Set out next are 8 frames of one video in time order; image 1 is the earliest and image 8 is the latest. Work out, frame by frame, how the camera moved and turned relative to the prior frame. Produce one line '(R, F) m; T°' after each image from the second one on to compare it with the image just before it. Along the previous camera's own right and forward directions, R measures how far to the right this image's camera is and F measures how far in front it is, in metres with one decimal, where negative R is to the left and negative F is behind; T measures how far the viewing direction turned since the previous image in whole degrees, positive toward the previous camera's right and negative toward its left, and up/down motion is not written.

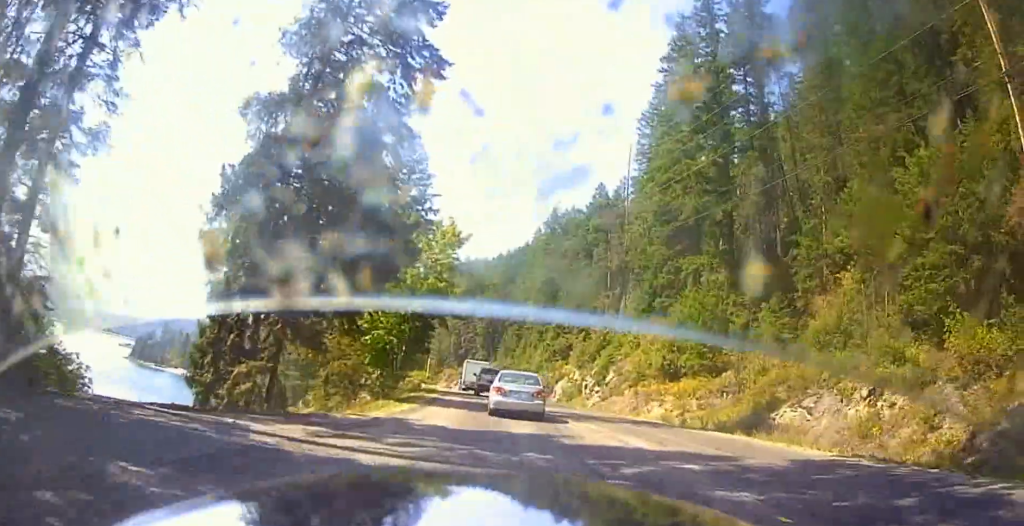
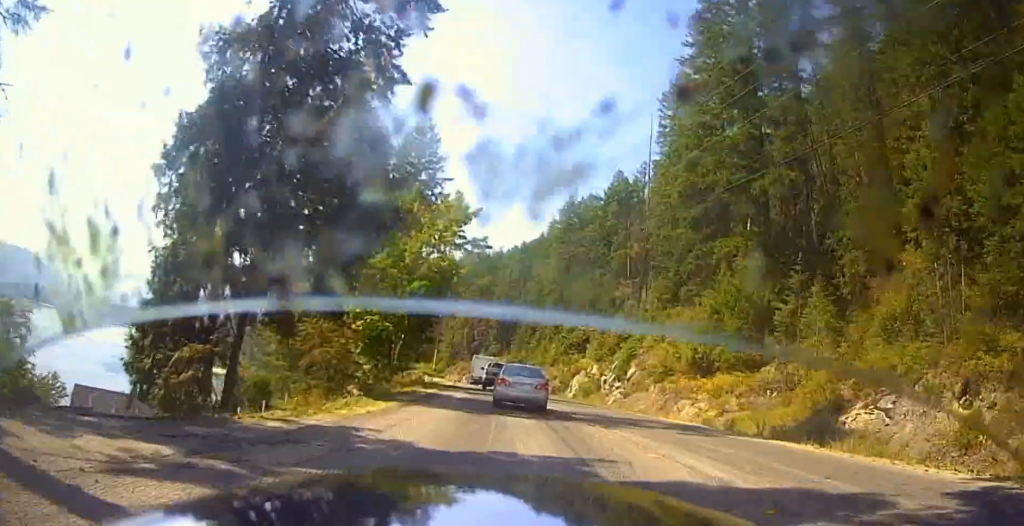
(-0.1, +5.2) m; -4°
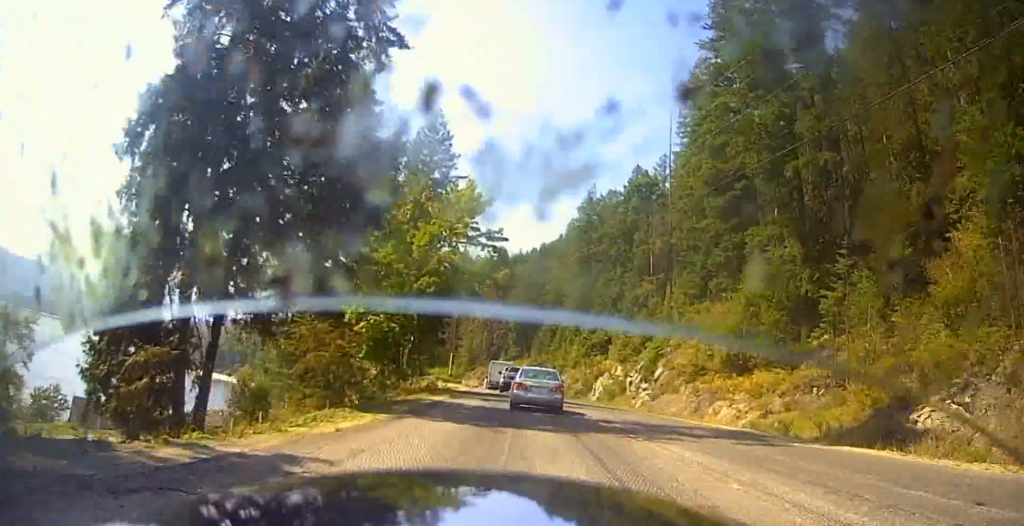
(-0.1, +3.5) m; -2°
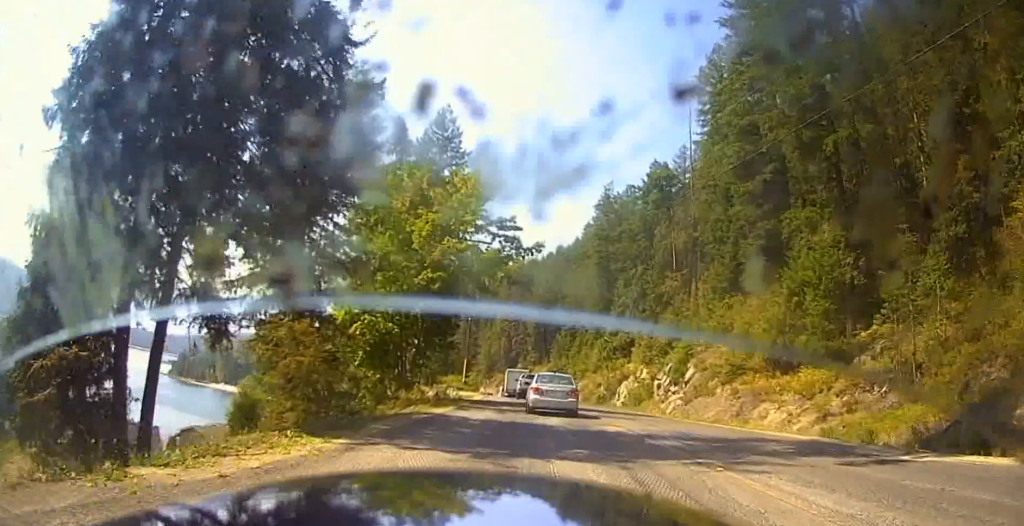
(-0.3, +4.5) m; -1°
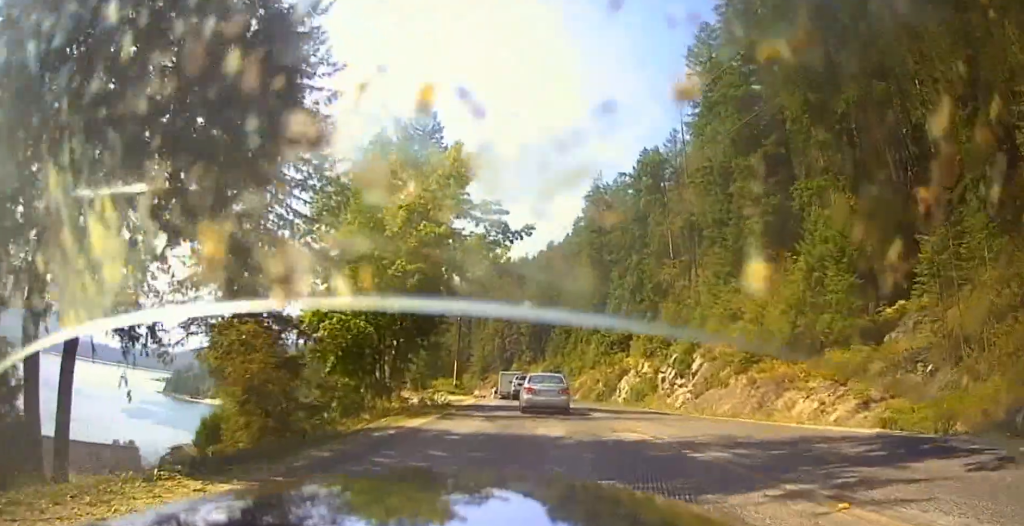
(+0.1, +4.0) m; 0°
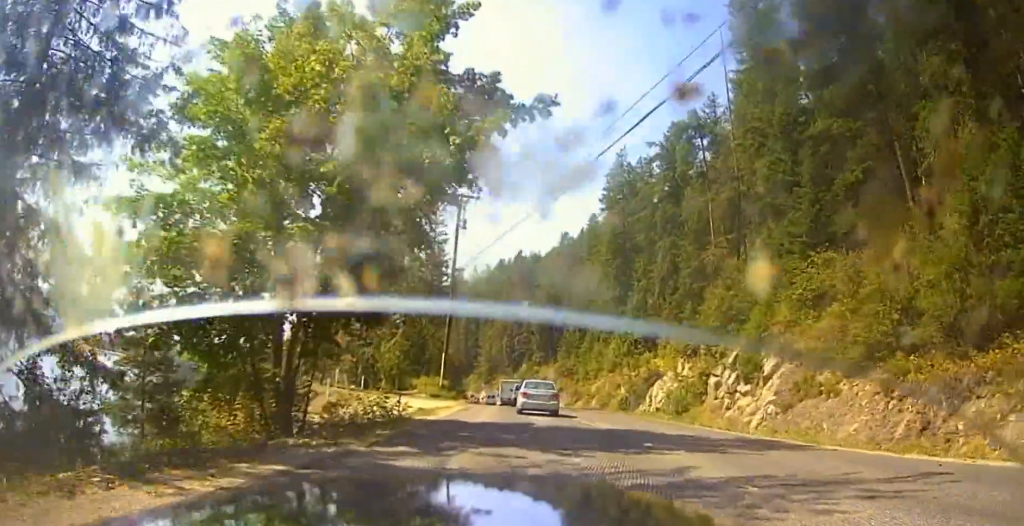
(-0.3, +14.9) m; -1°
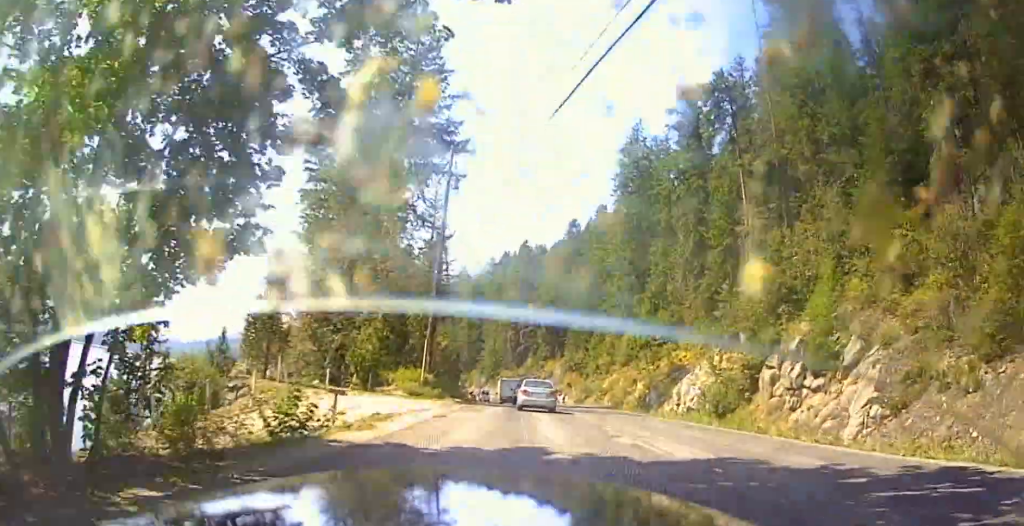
(+0.1, +9.7) m; 0°
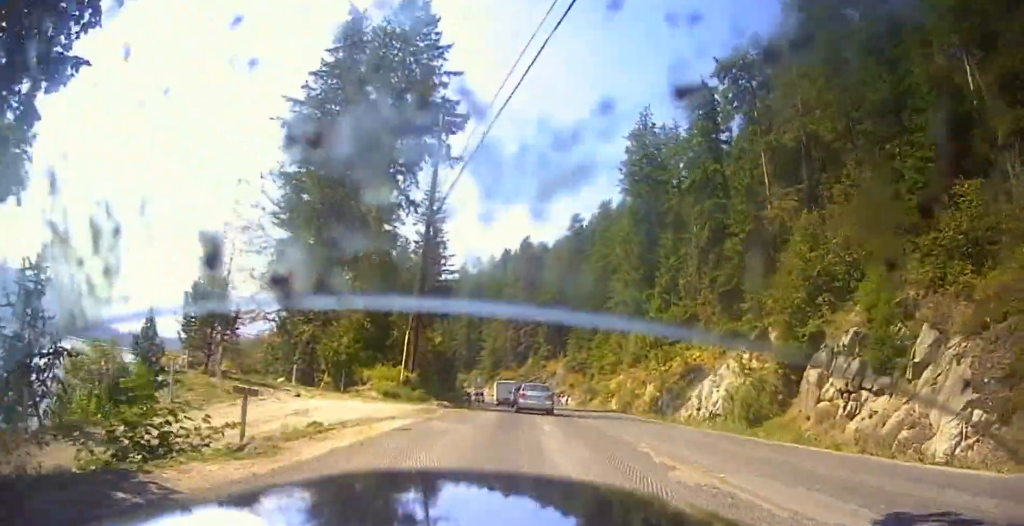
(-0.1, +5.8) m; 0°
